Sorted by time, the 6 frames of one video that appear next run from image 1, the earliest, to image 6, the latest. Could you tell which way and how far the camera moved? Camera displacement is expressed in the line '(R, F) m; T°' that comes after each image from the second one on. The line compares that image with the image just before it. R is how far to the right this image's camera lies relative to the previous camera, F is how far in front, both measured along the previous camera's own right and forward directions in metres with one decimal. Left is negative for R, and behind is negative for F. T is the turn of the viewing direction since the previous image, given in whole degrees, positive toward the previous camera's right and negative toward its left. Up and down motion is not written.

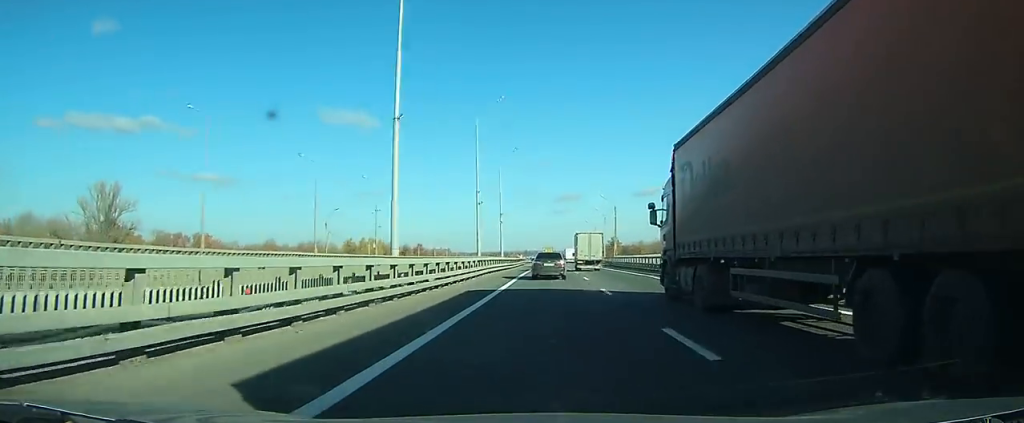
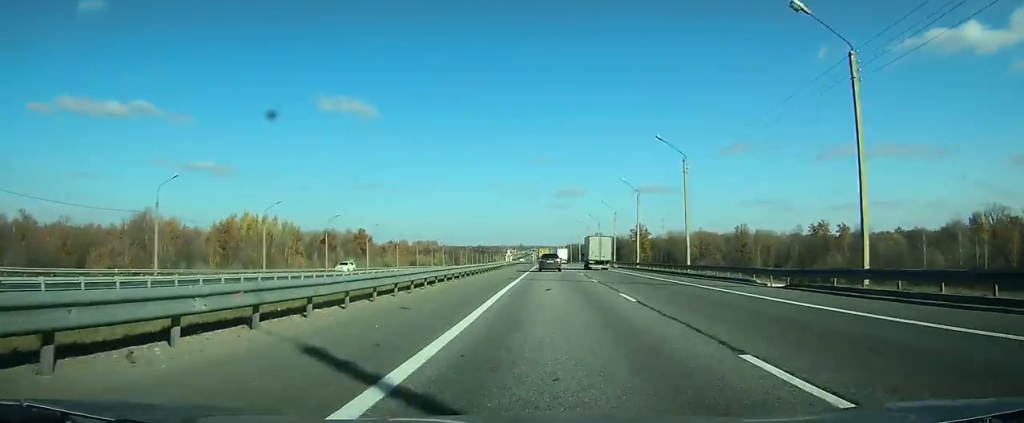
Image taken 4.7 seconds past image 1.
(-0.3, +121.9) m; 0°
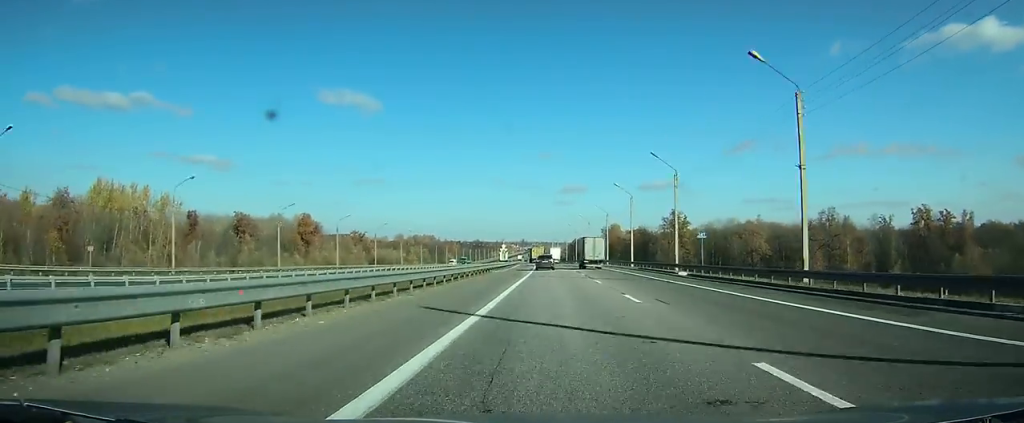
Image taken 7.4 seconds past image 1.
(+0.5, +73.1) m; 0°
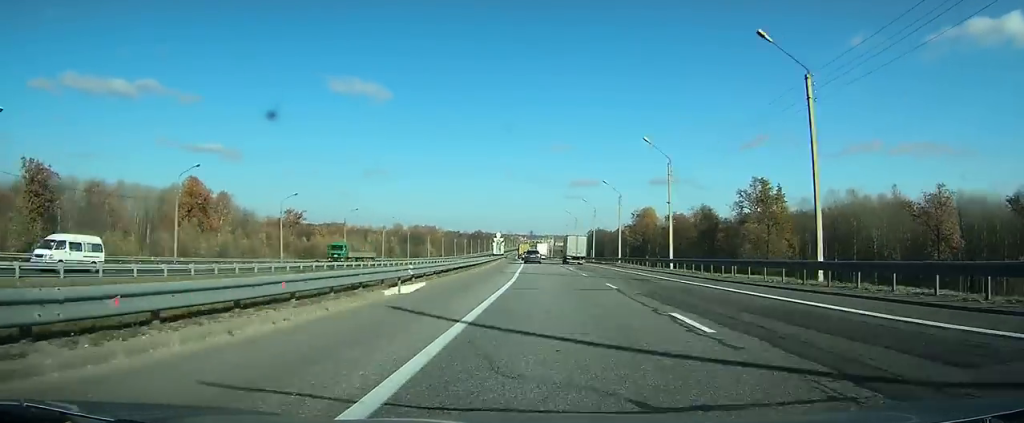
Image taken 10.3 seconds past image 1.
(-0.6, +75.4) m; -2°
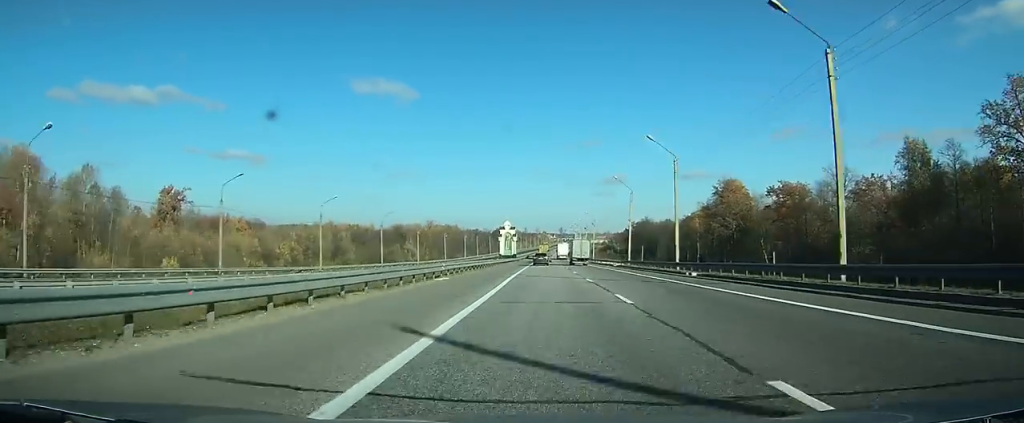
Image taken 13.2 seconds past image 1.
(-1.8, +76.9) m; -2°
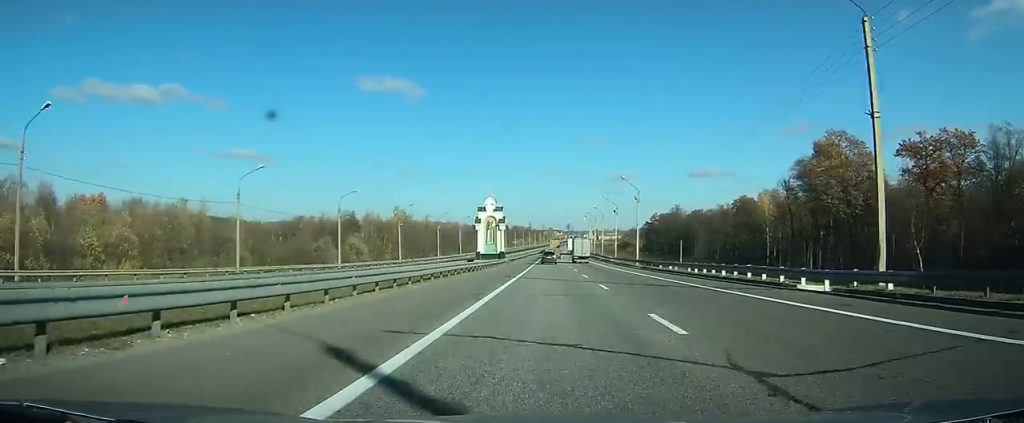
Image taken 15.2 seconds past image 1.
(-0.5, +55.5) m; -1°
